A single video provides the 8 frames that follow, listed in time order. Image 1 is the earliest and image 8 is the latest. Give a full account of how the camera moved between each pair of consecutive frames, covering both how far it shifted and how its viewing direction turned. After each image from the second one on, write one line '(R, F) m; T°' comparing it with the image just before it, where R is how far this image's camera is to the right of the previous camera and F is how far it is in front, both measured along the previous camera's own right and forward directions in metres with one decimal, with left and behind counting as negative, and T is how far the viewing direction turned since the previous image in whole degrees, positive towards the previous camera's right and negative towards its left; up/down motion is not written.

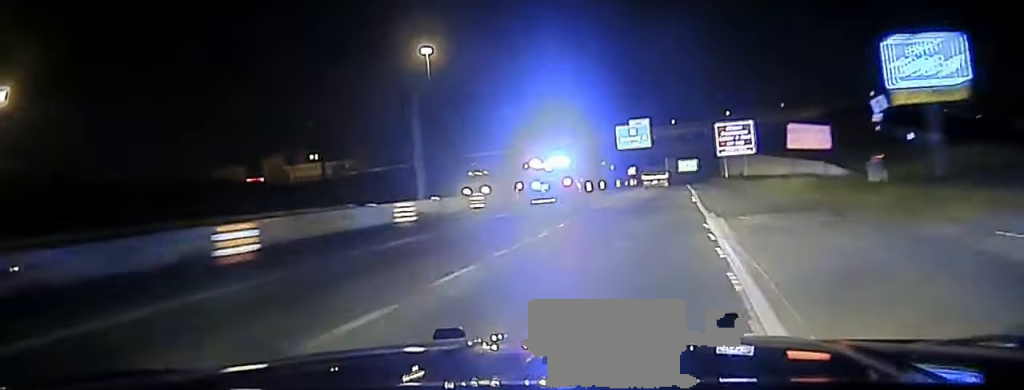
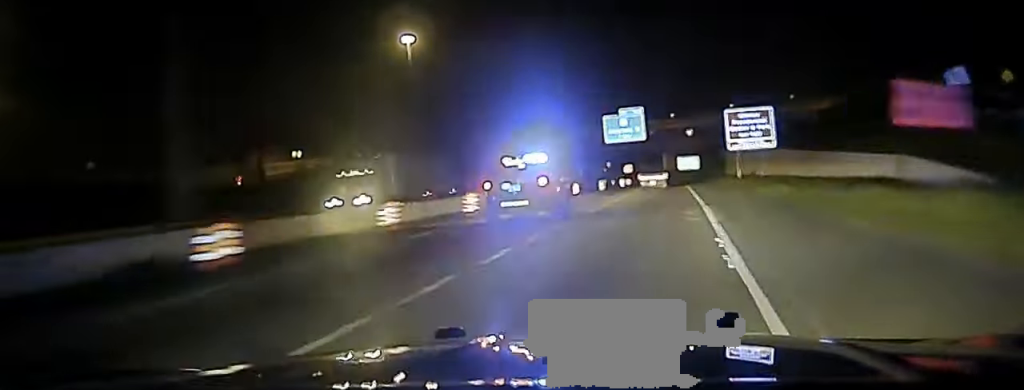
(0.0, +20.9) m; 0°
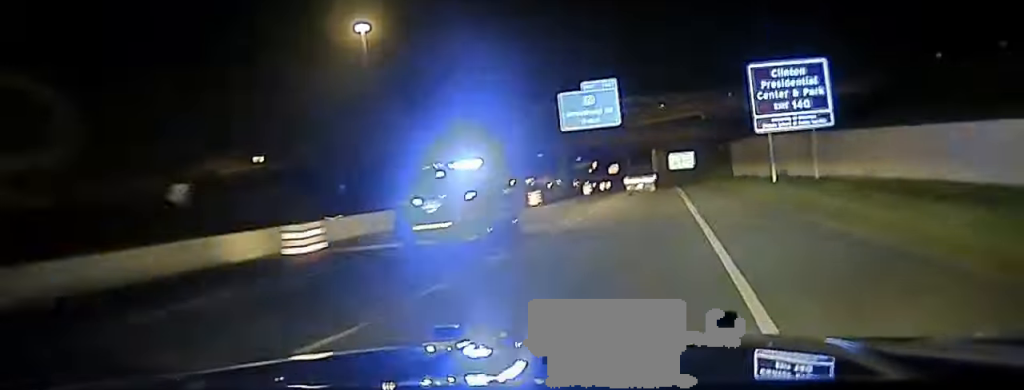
(+0.1, +34.0) m; 0°
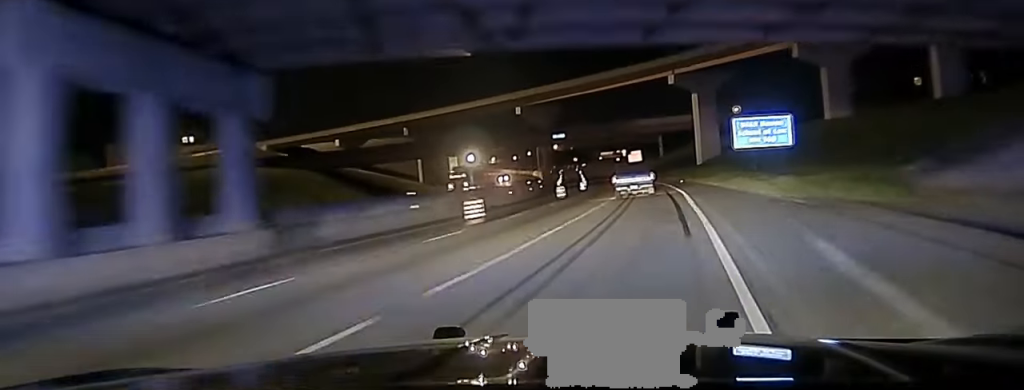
(-0.2, +117.1) m; -1°
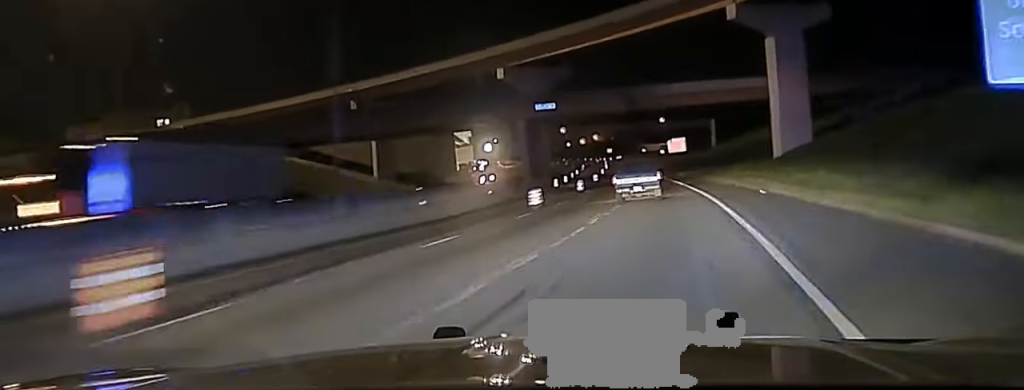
(-0.9, +55.3) m; -3°
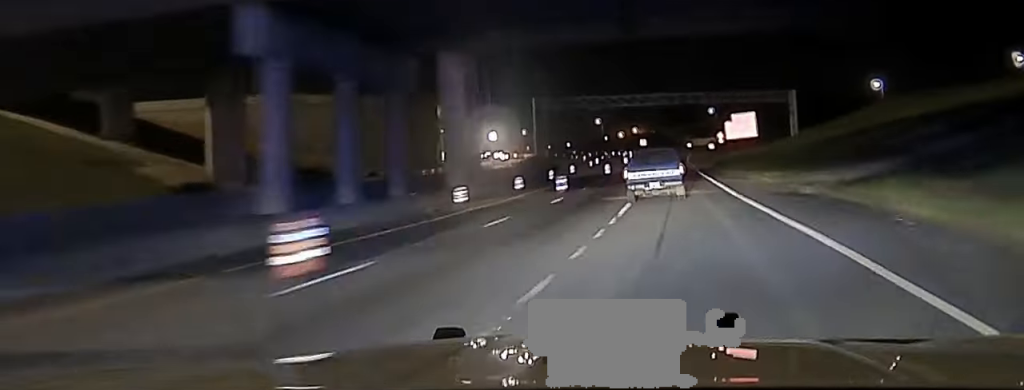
(-1.9, +59.1) m; -3°
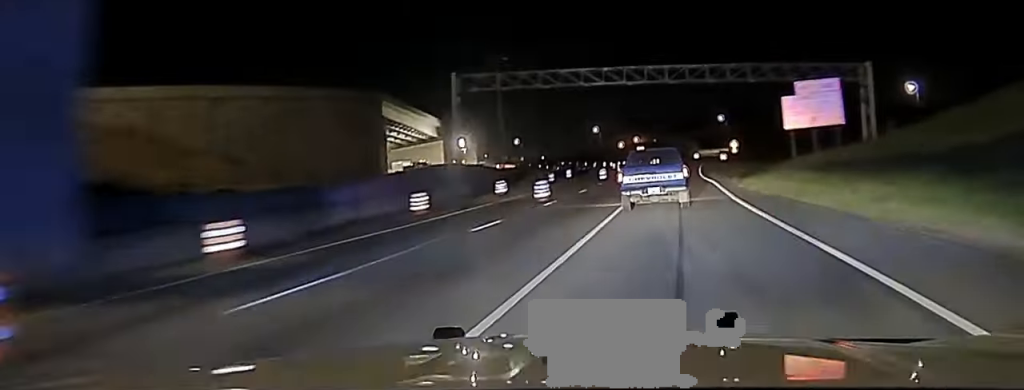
(-0.1, +39.6) m; -1°
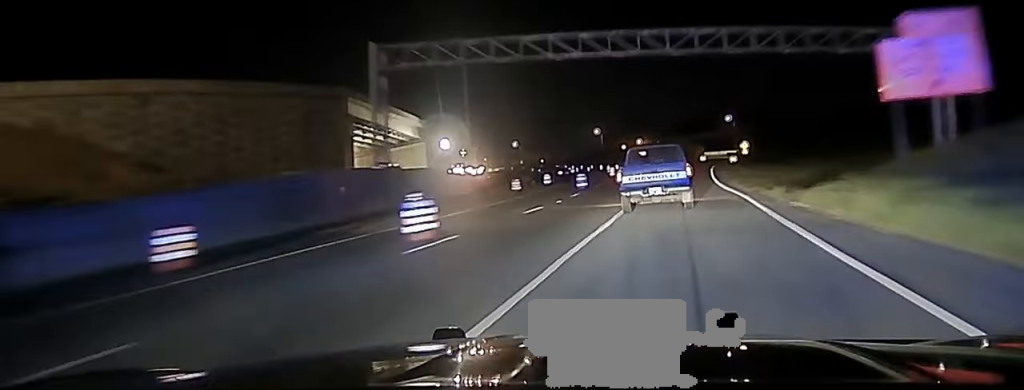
(-0.2, +18.7) m; -1°
